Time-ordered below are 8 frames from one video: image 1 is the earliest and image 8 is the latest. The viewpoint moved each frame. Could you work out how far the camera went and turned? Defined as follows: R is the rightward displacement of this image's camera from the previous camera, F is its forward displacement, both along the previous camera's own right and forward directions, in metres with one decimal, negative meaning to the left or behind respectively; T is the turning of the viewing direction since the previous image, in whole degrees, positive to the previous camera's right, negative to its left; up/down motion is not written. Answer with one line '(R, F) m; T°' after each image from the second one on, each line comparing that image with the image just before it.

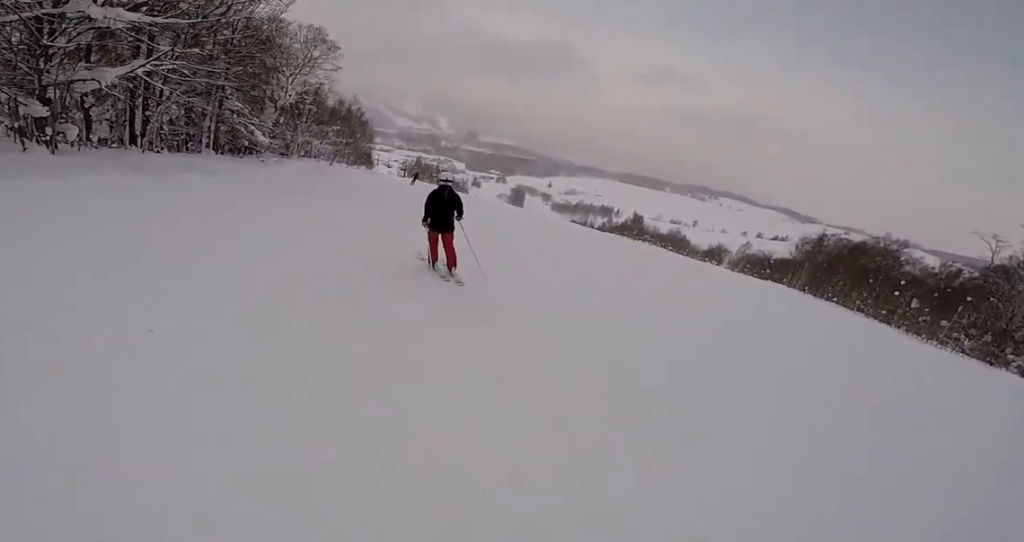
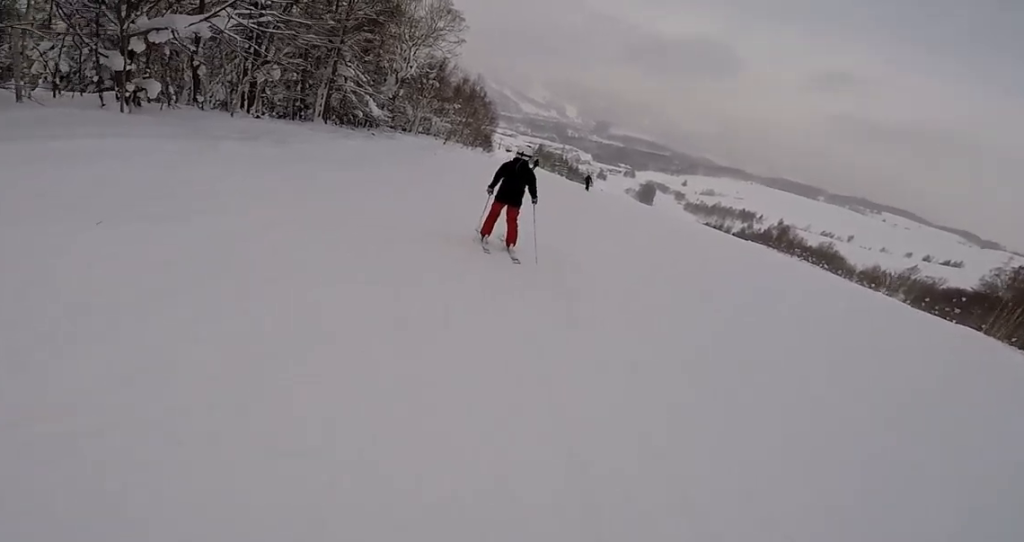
(-0.7, +3.9) m; -9°
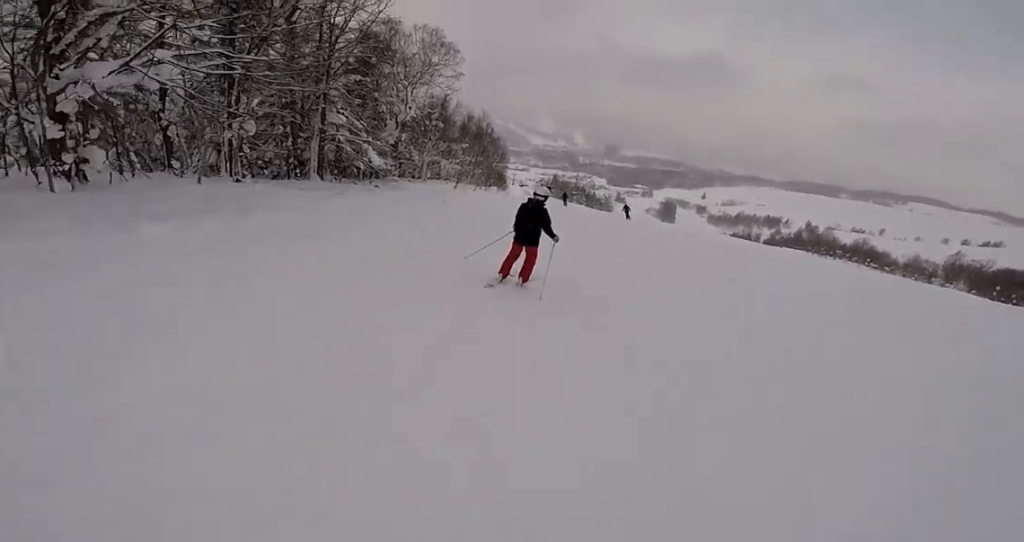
(-0.2, +3.4) m; +9°
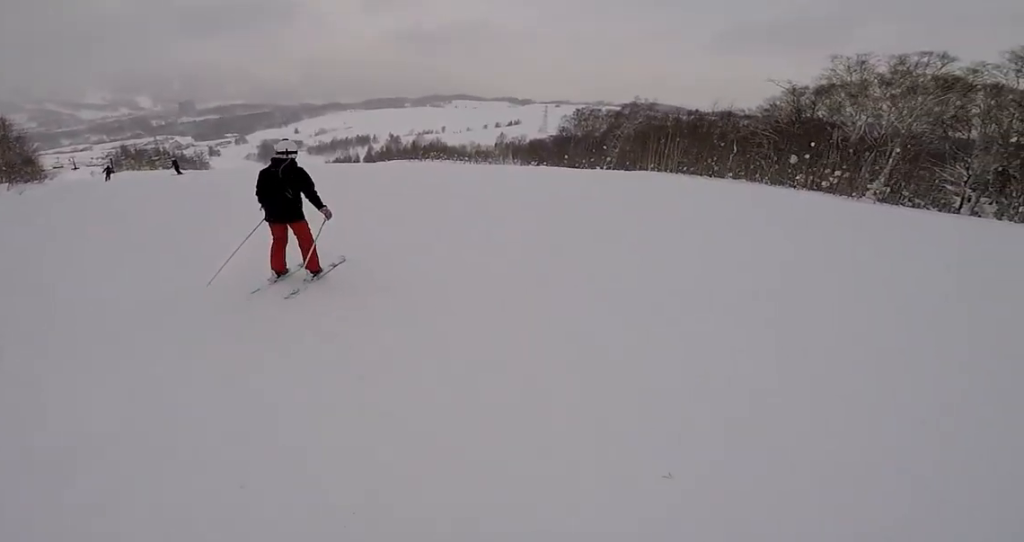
(+3.6, +9.3) m; +29°
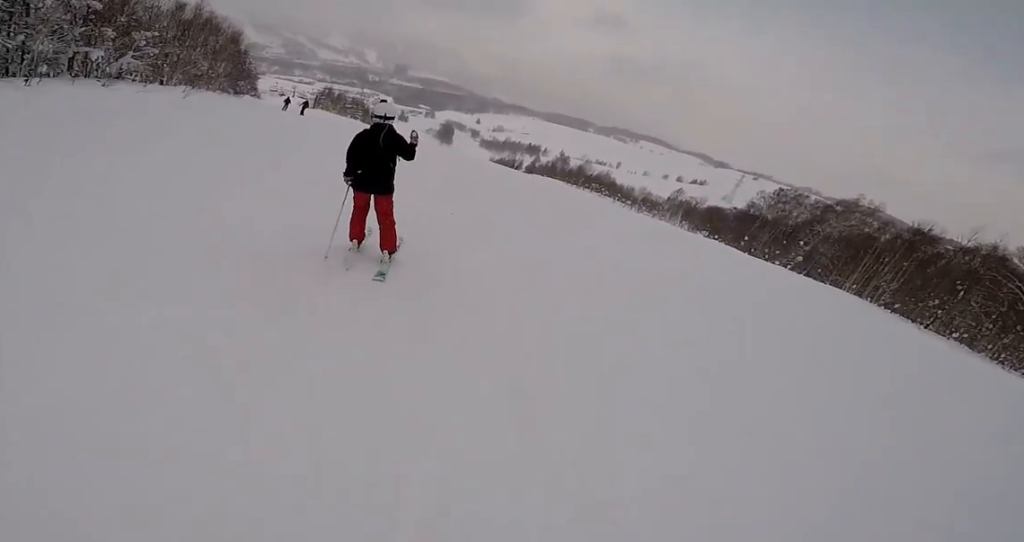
(+0.2, +4.2) m; -16°
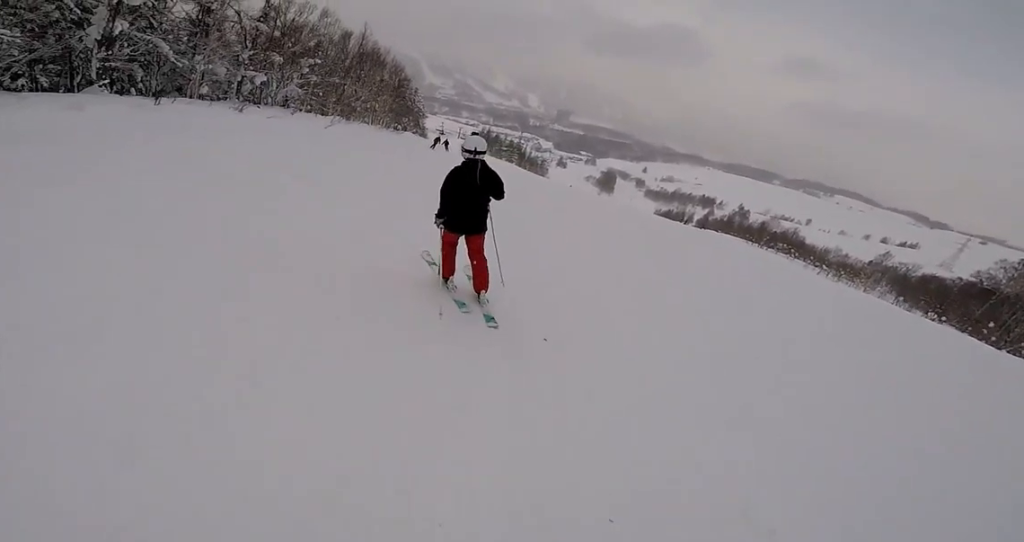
(-1.0, +3.6) m; -30°
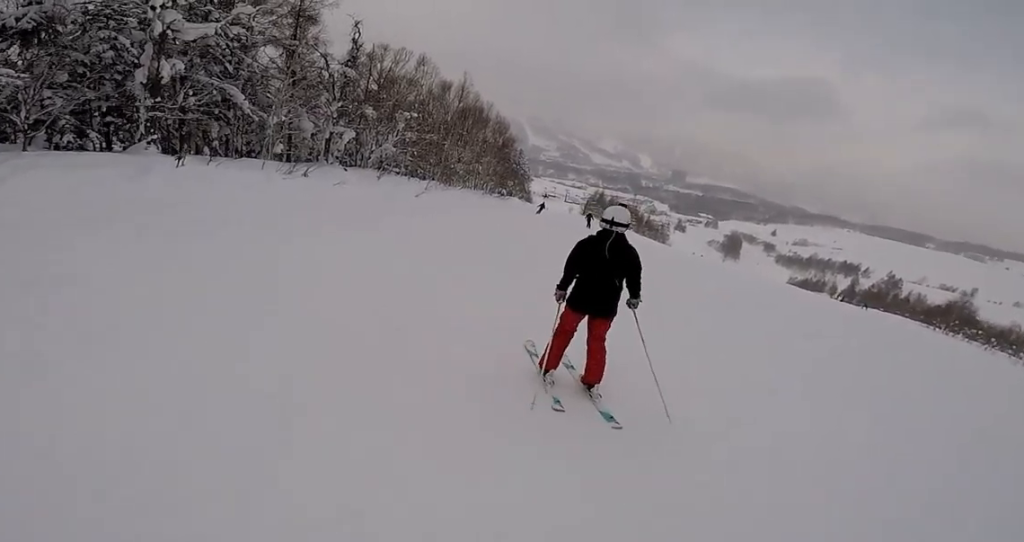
(-1.0, +6.9) m; +4°
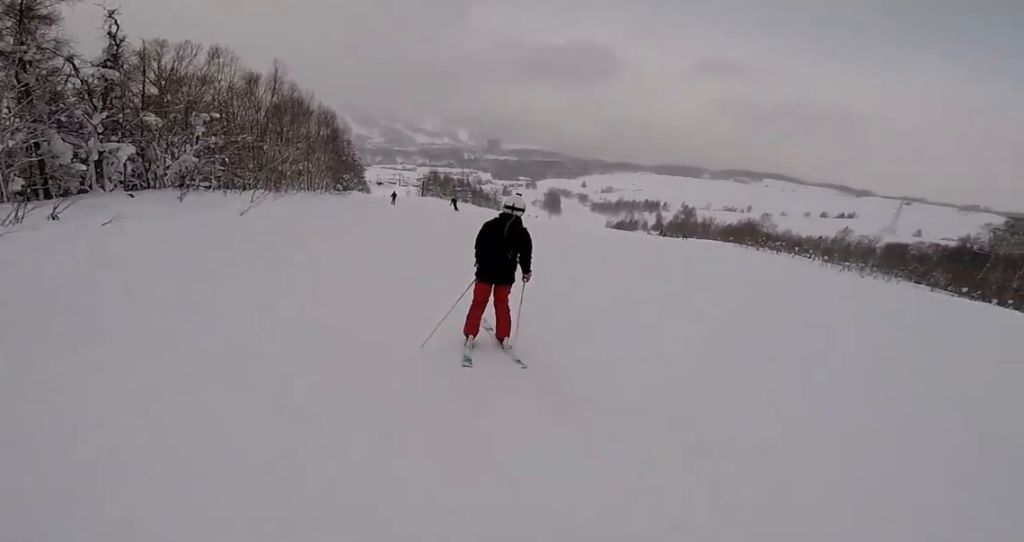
(+0.6, +4.4) m; +14°
